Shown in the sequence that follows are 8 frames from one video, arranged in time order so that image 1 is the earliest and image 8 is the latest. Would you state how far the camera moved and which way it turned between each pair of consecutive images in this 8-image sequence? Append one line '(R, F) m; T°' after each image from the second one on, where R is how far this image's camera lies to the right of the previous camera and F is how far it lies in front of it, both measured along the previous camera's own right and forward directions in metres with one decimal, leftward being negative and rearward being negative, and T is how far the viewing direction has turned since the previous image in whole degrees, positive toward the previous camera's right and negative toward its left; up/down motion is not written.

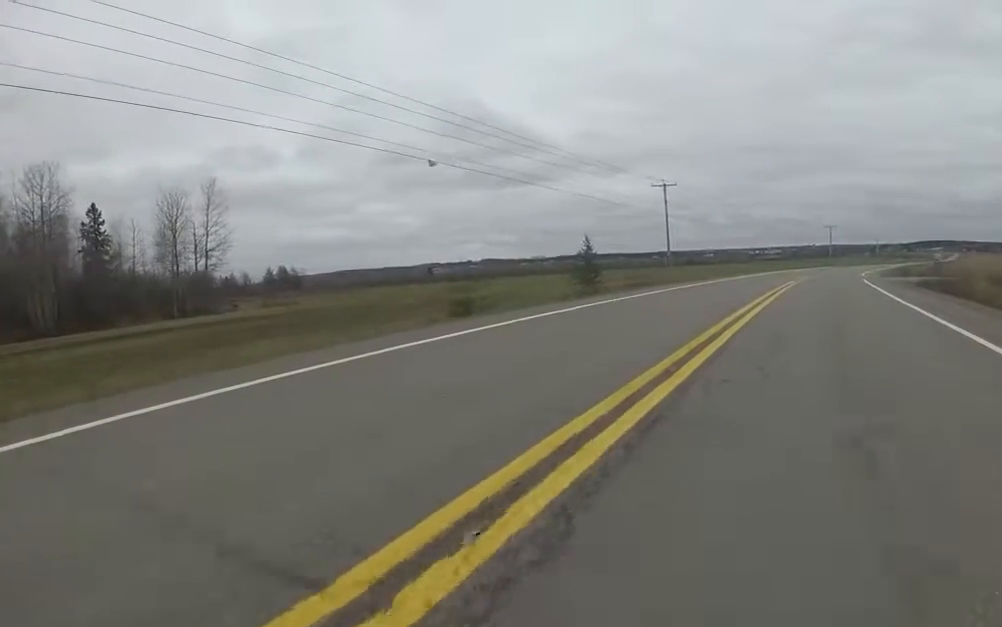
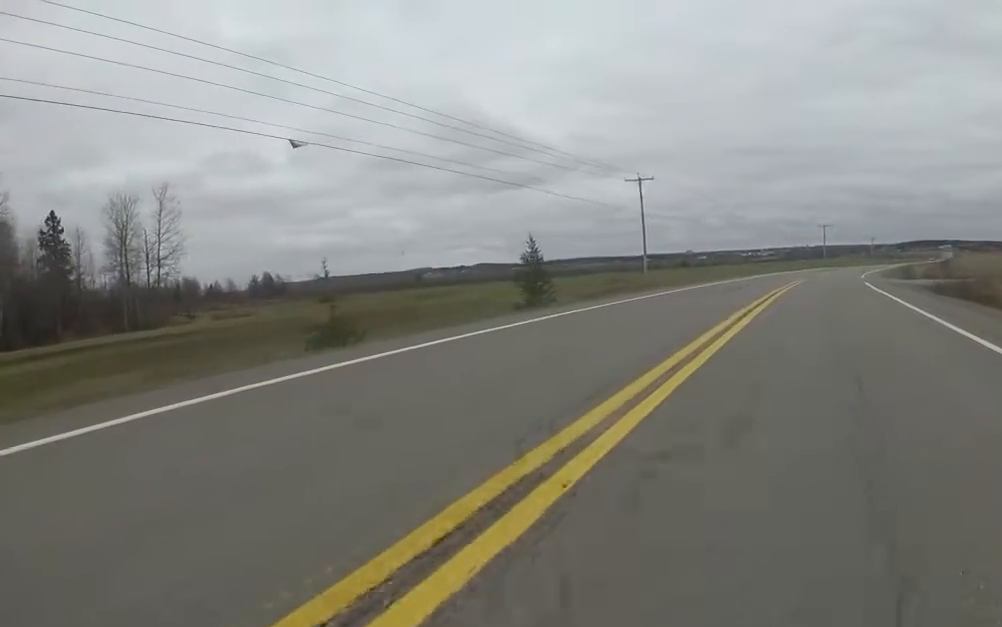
(-0.1, +5.5) m; 0°
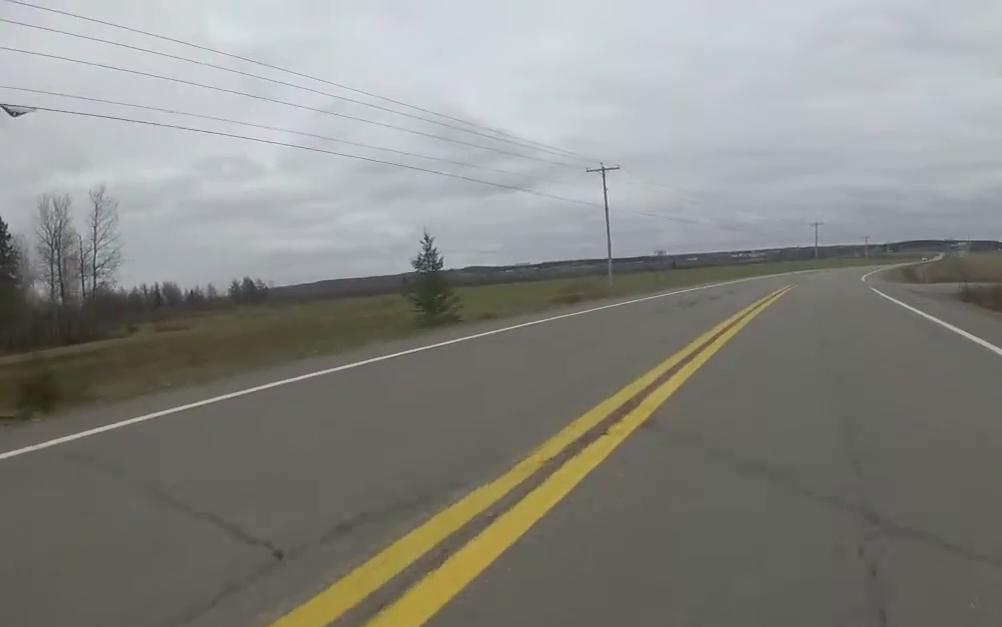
(+0.1, +6.7) m; +8°
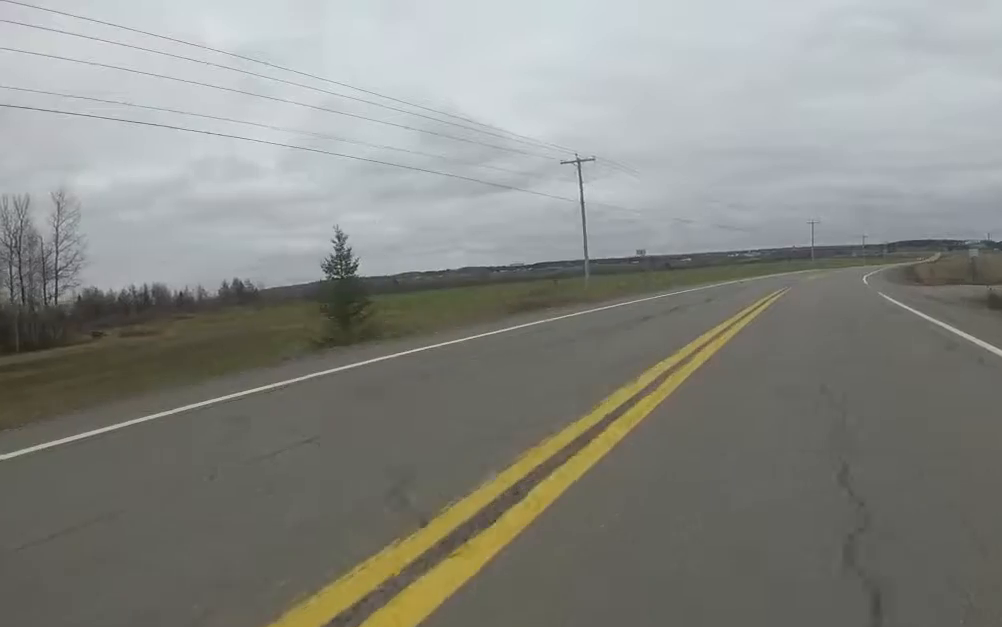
(+0.3, +3.7) m; +2°
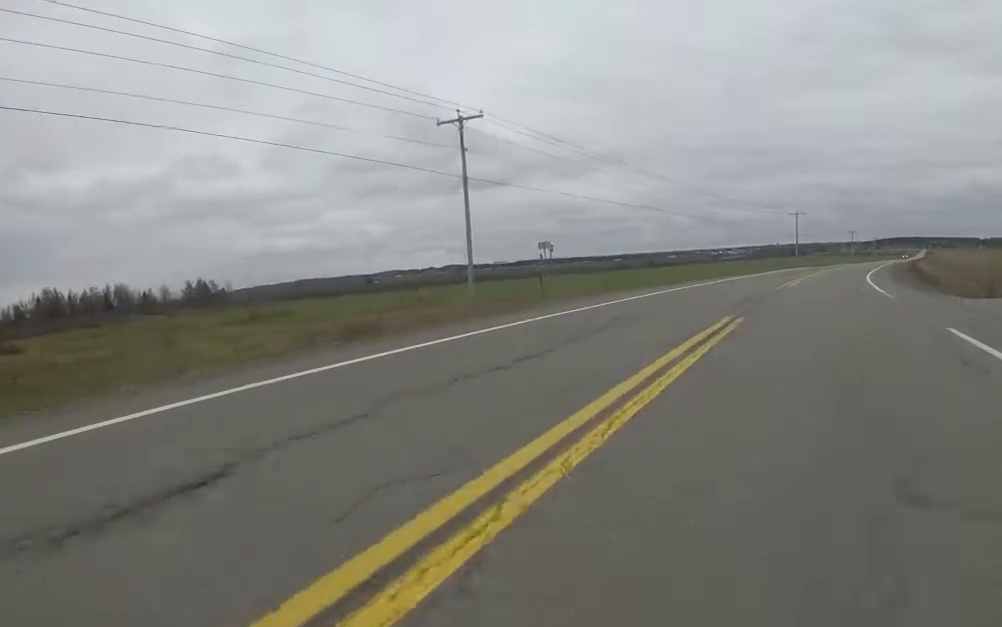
(-0.2, +11.7) m; -7°
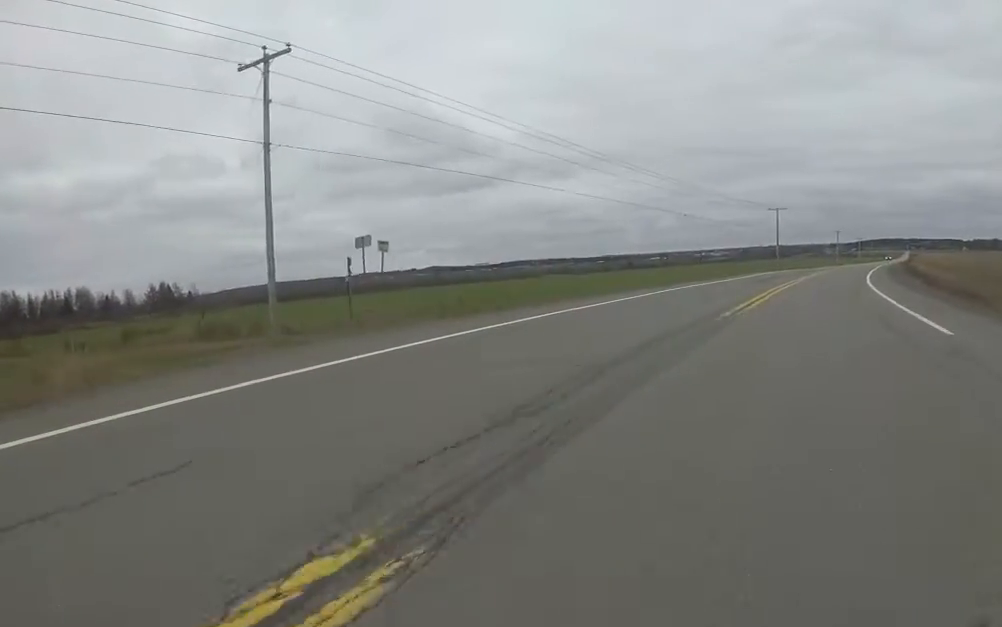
(+0.3, +10.0) m; +9°
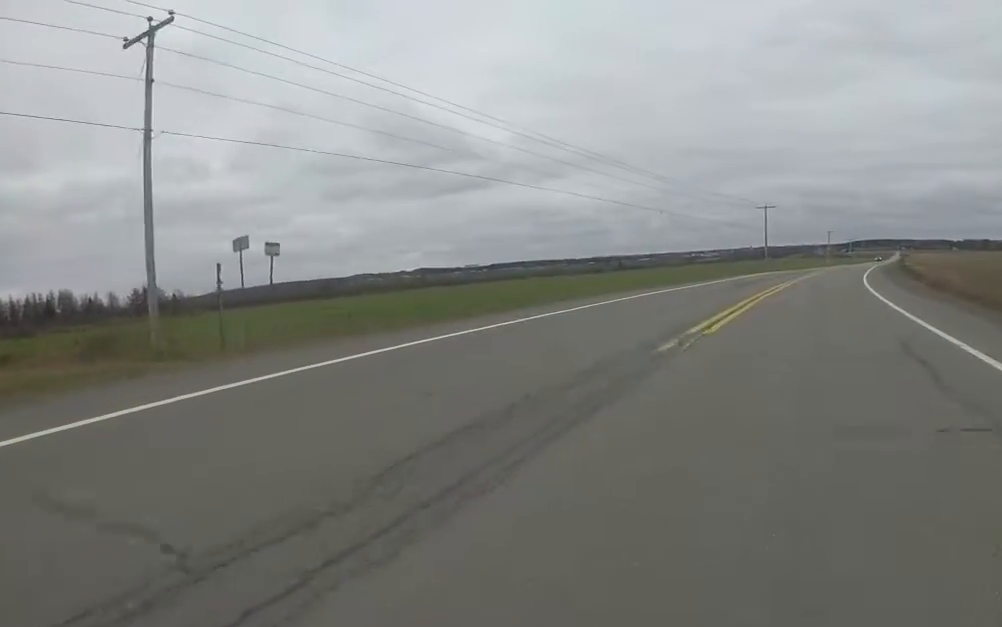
(+0.4, +3.7) m; +4°
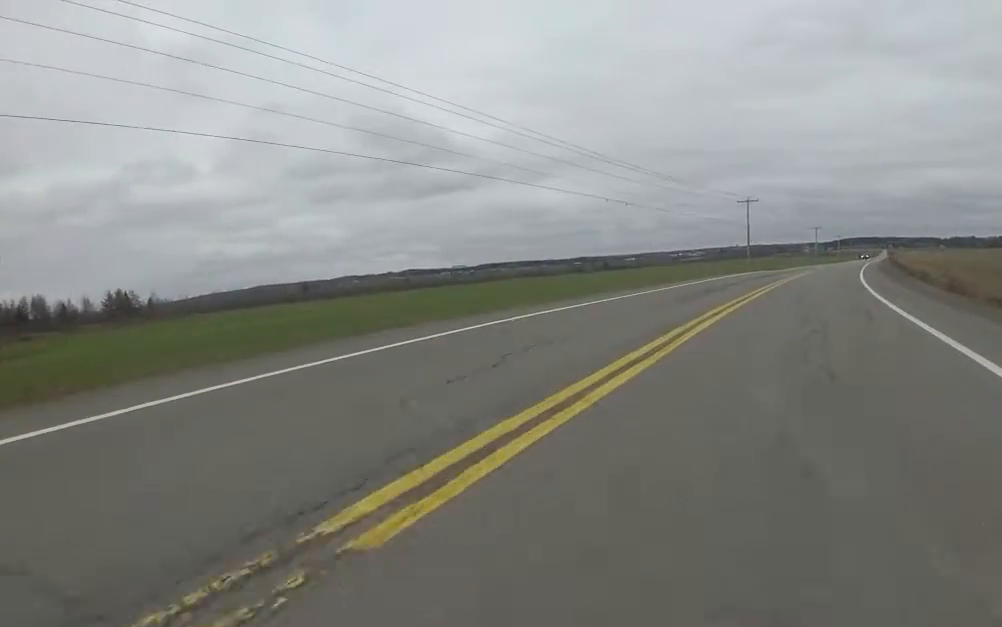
(+0.3, +6.4) m; -1°
